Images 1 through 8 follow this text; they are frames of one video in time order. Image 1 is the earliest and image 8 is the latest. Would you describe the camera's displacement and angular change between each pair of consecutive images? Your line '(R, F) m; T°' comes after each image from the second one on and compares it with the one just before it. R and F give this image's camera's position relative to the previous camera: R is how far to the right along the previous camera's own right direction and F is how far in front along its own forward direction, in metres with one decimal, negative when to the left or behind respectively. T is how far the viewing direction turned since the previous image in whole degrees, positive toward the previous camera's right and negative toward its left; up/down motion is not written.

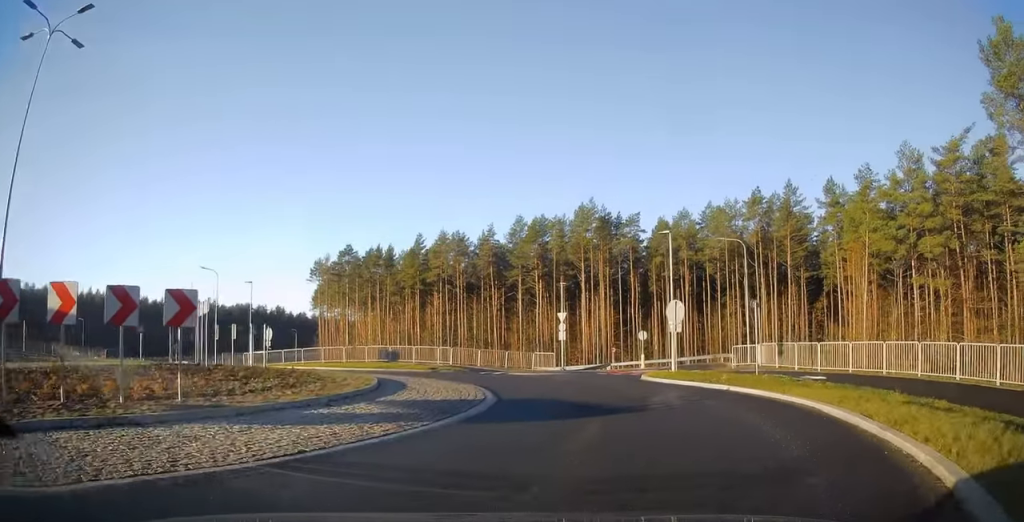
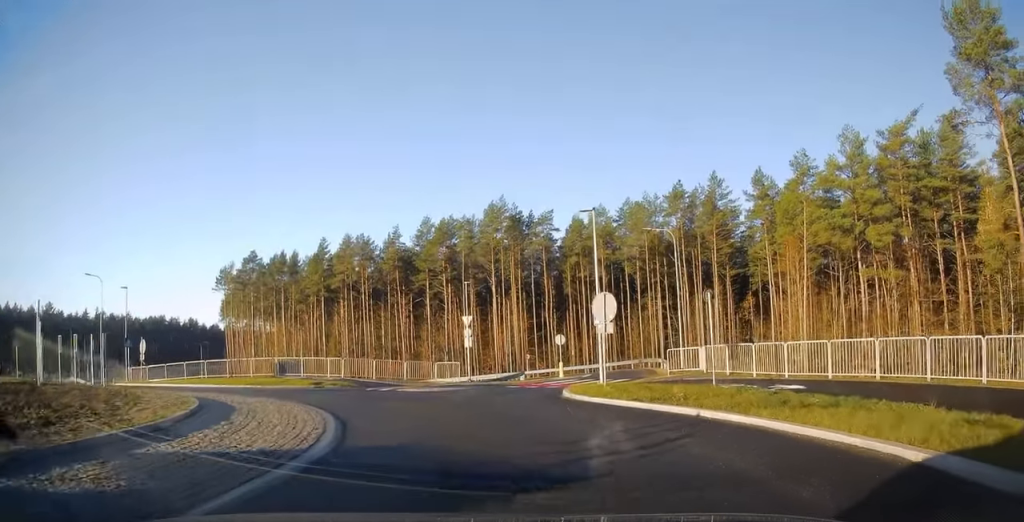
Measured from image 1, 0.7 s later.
(+0.7, +5.3) m; +1°
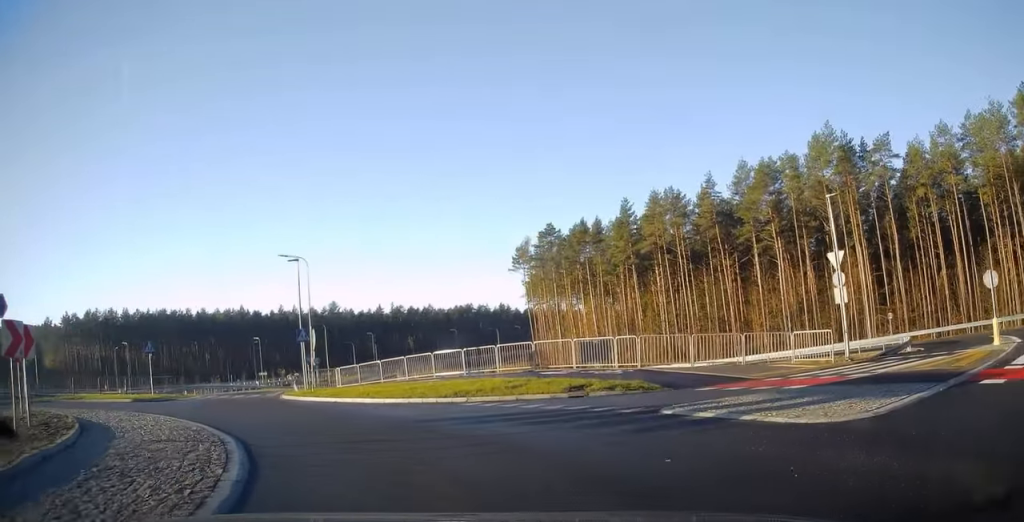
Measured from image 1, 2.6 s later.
(-4.0, +14.3) m; -37°
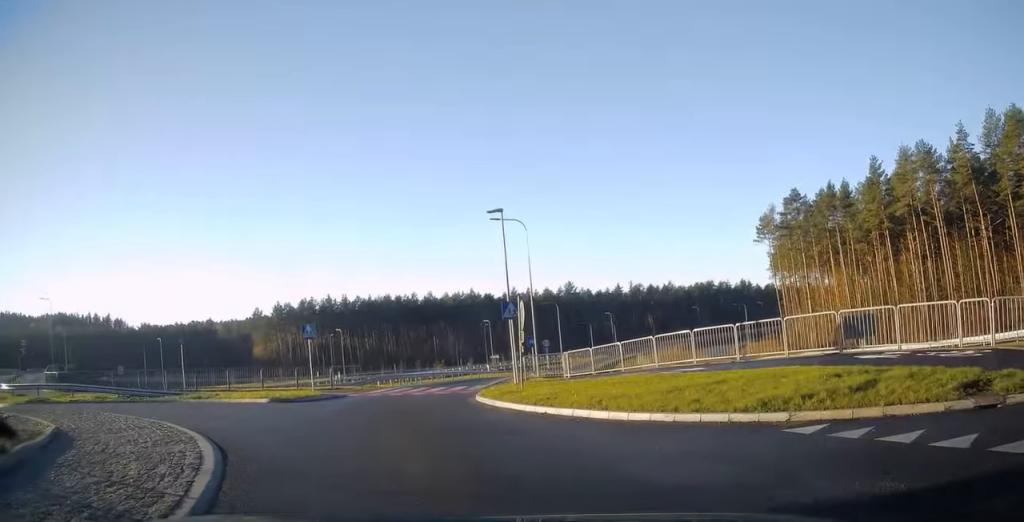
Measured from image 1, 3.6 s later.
(-1.6, +7.6) m; -17°
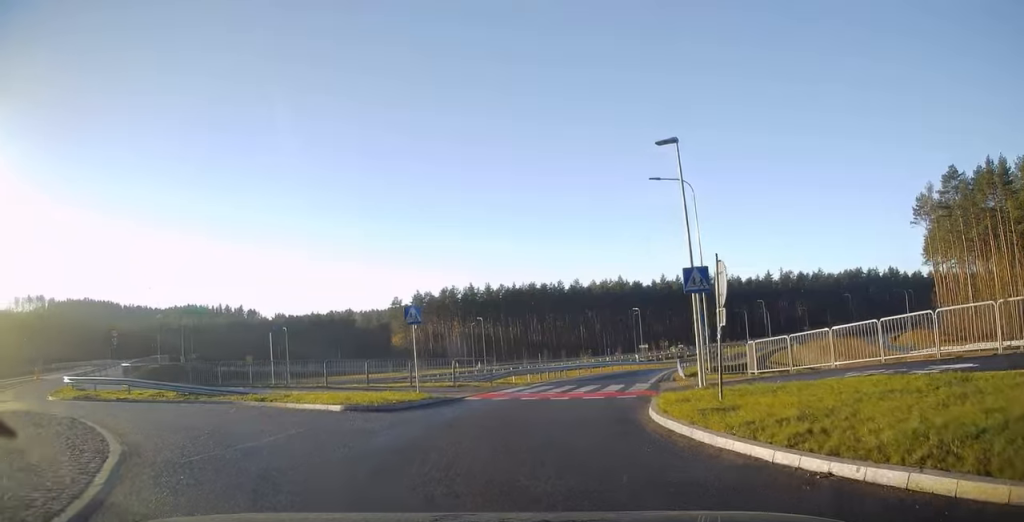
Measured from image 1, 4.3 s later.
(-0.7, +6.5) m; -6°
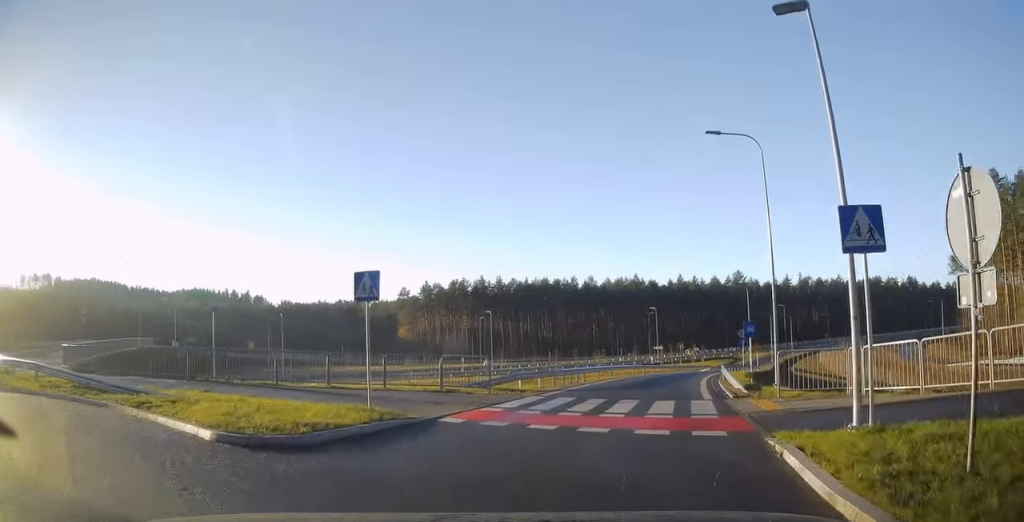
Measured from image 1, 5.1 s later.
(-0.3, +6.8) m; -1°
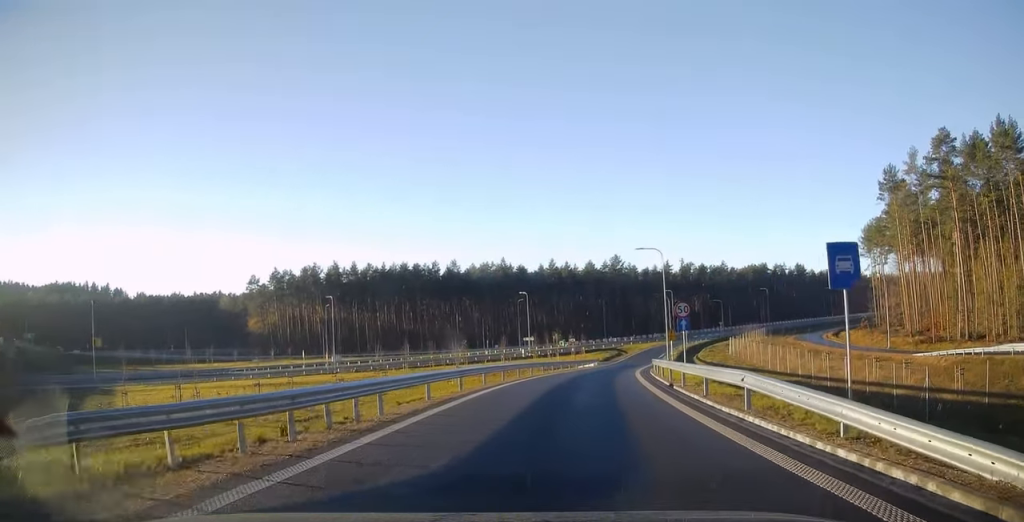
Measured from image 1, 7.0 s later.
(+1.3, +19.3) m; +10°
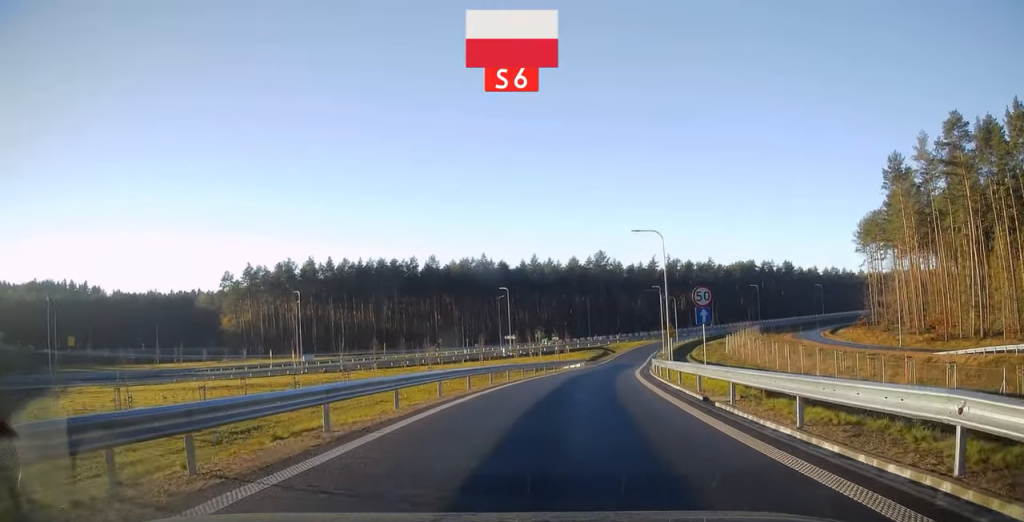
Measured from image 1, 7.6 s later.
(+0.4, +6.9) m; +2°
